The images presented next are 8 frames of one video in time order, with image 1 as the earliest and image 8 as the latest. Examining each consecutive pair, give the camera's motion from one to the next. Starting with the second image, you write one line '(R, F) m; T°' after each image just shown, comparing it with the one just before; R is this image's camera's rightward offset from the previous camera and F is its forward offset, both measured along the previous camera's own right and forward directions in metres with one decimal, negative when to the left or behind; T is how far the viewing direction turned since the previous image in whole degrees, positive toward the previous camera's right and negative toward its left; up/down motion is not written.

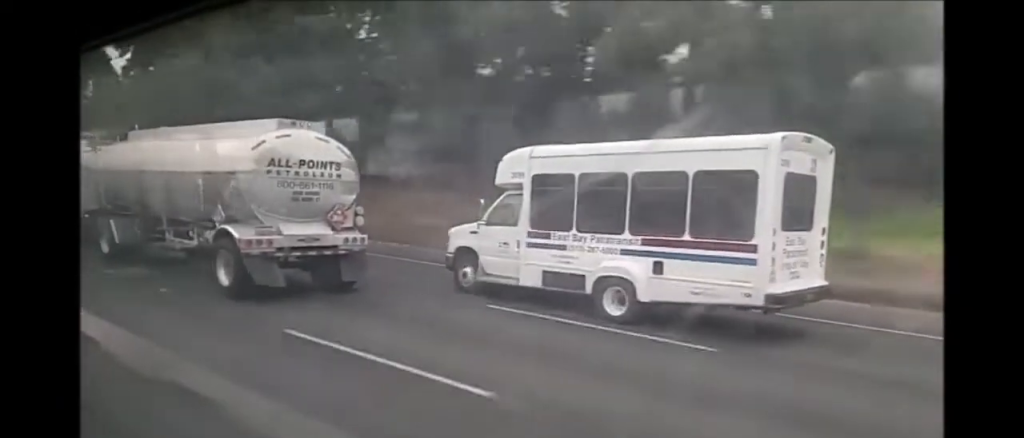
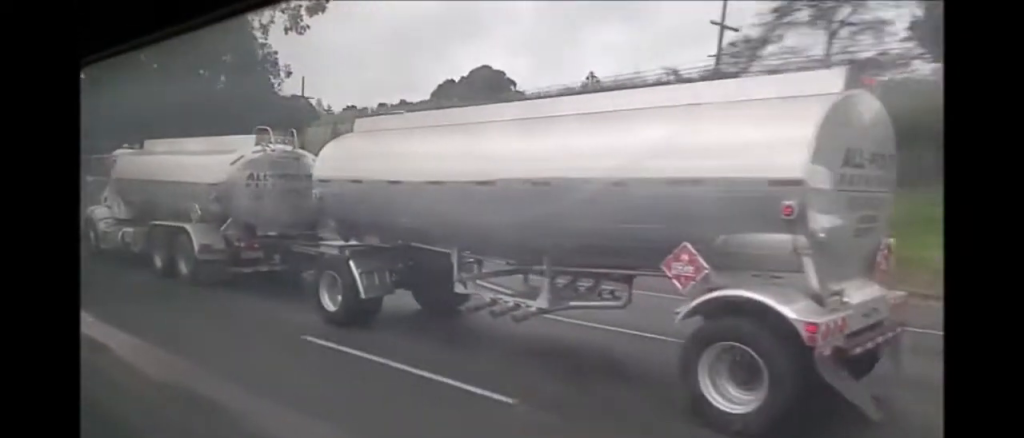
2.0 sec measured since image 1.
(0.0, +58.6) m; 0°
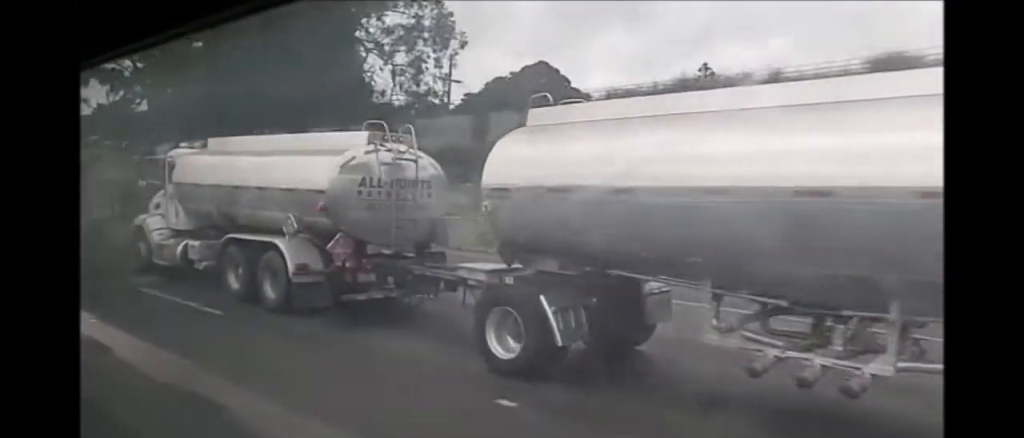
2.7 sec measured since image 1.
(0.0, +21.9) m; 0°
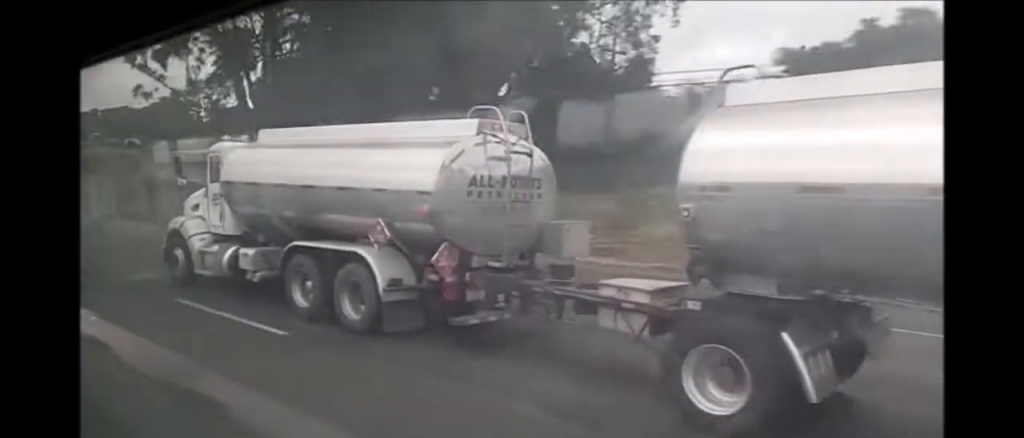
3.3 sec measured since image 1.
(0.0, +17.0) m; 0°
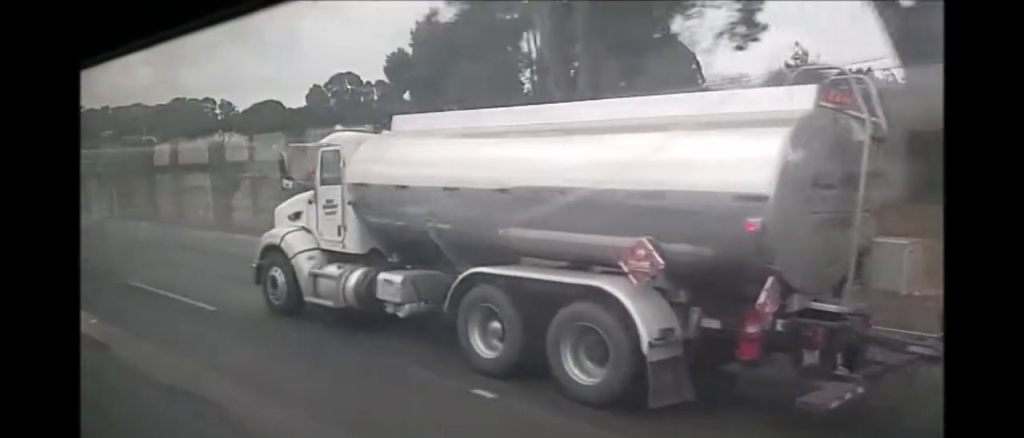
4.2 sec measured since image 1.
(+0.3, +28.1) m; +1°
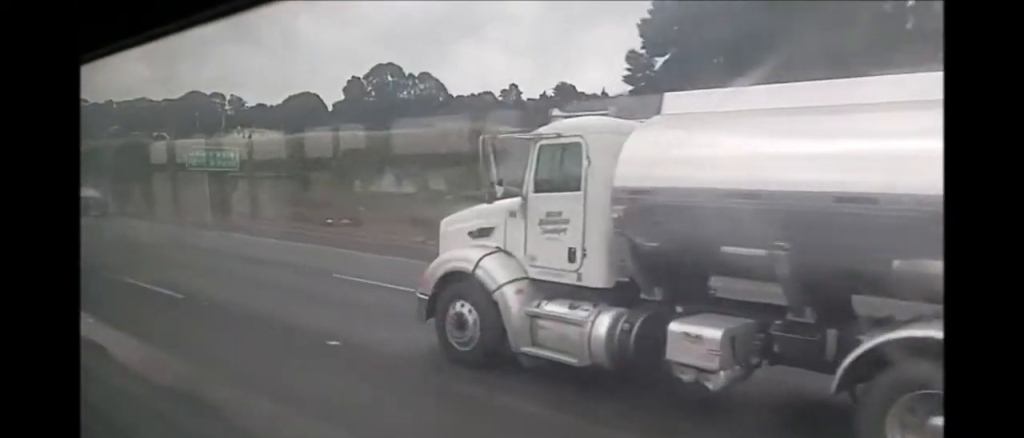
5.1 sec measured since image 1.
(0.0, +27.1) m; 0°
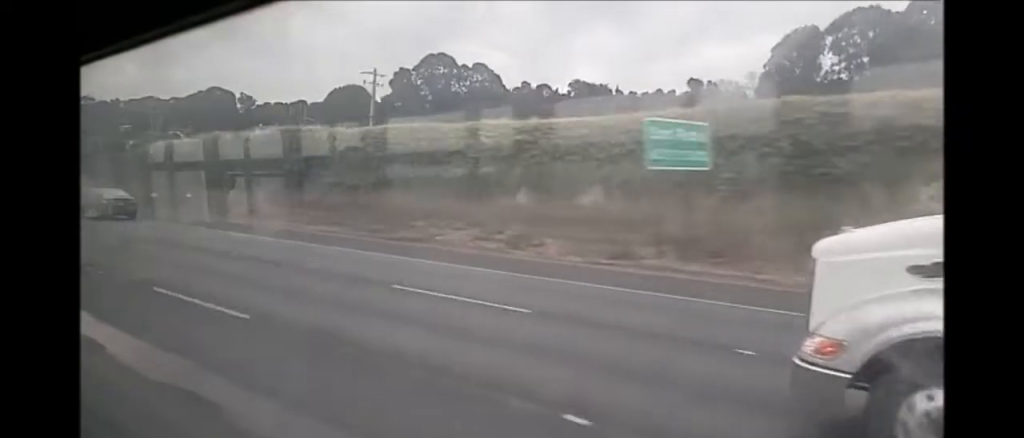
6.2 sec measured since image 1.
(-0.1, +33.1) m; 0°
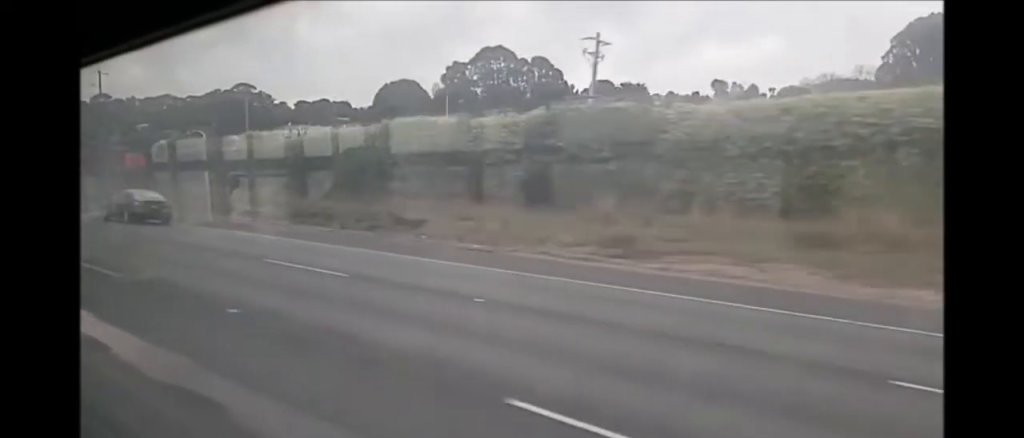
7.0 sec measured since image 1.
(+0.2, +22.9) m; 0°
